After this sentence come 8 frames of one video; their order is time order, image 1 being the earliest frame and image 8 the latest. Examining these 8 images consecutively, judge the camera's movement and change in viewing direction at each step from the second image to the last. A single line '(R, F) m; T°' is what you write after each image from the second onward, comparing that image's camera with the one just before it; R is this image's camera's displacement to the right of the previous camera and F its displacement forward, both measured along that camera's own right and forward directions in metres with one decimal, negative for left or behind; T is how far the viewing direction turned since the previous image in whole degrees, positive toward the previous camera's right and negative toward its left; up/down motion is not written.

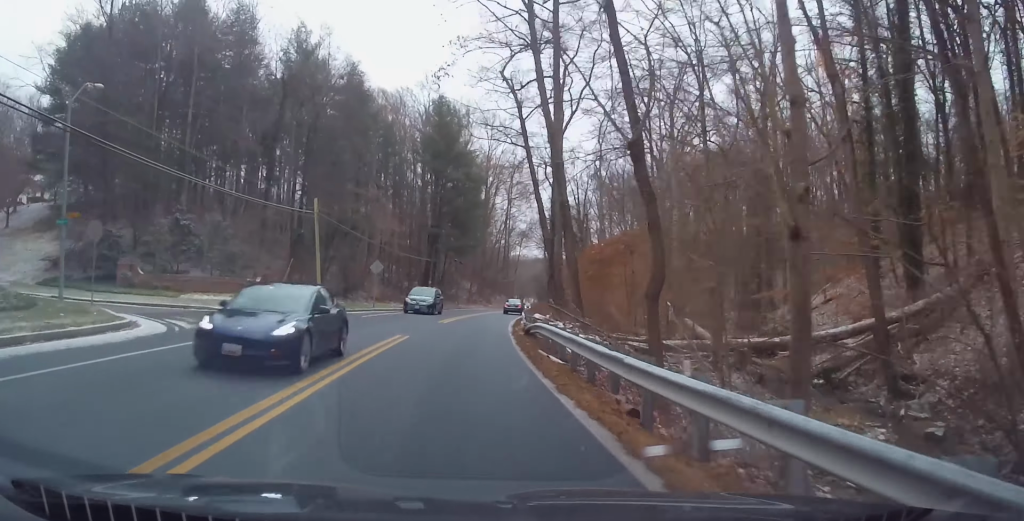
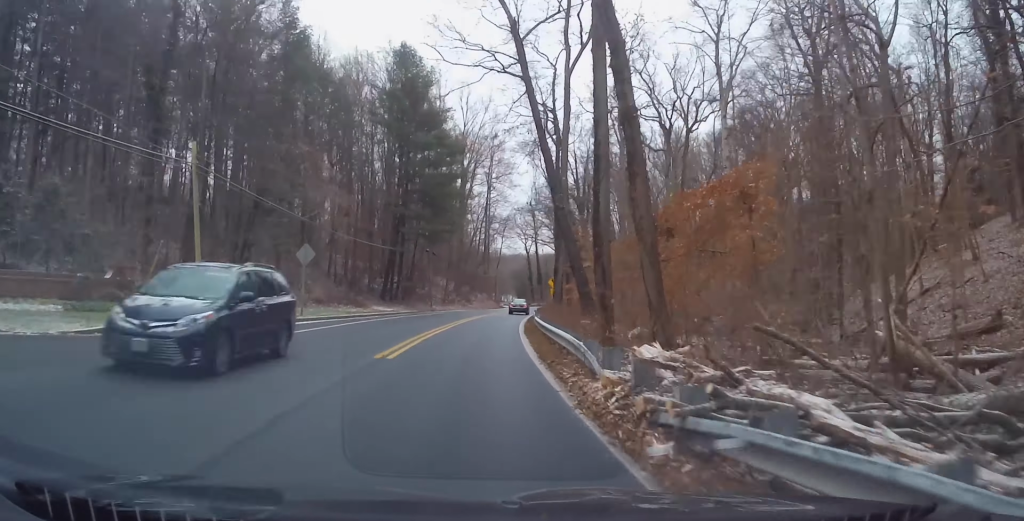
(0.0, +16.7) m; +1°
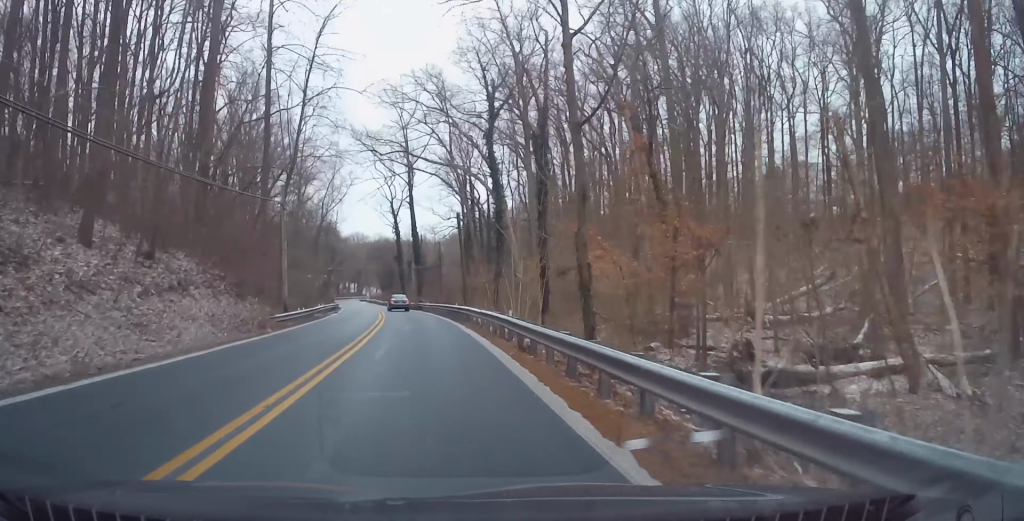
(+7.9, +81.8) m; +8°
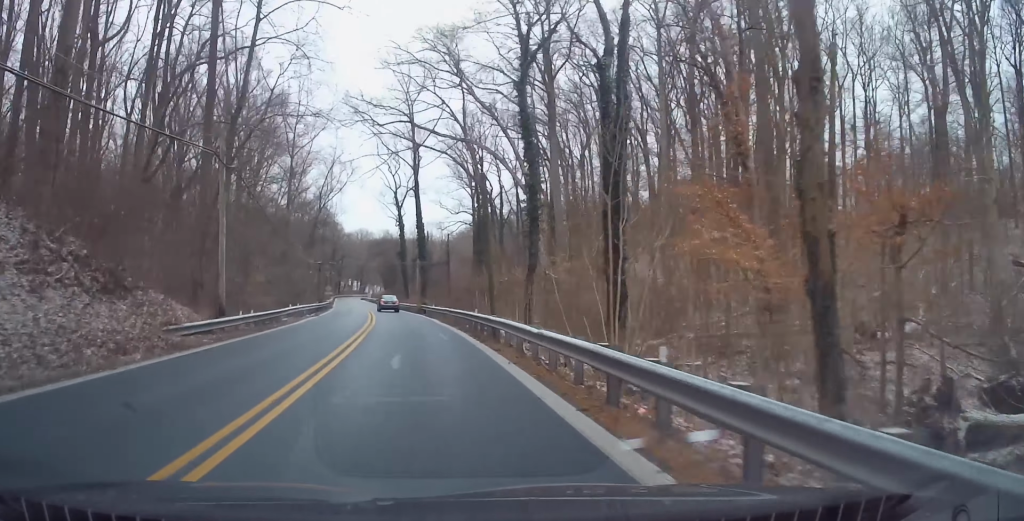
(0.0, +11.5) m; 0°
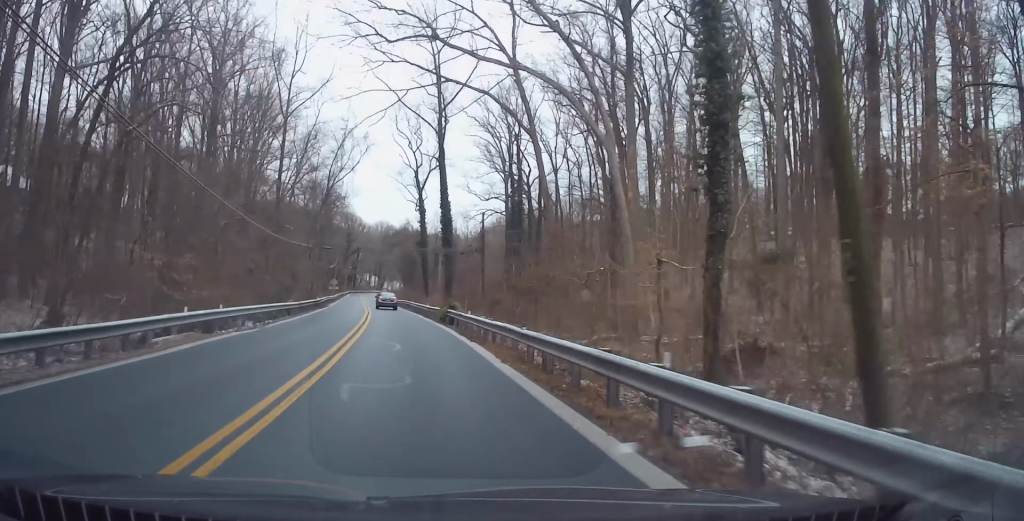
(-0.1, +18.7) m; -1°
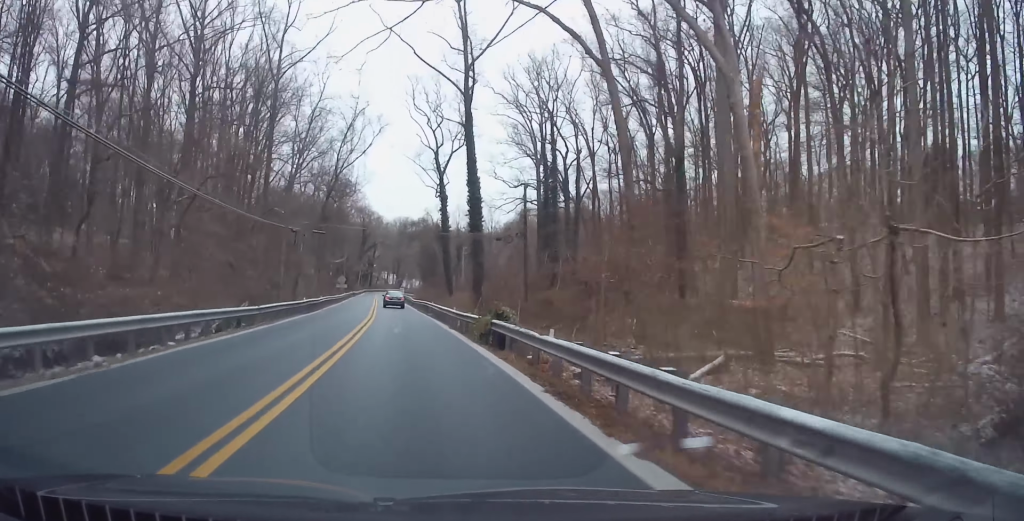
(-0.2, +13.7) m; -1°
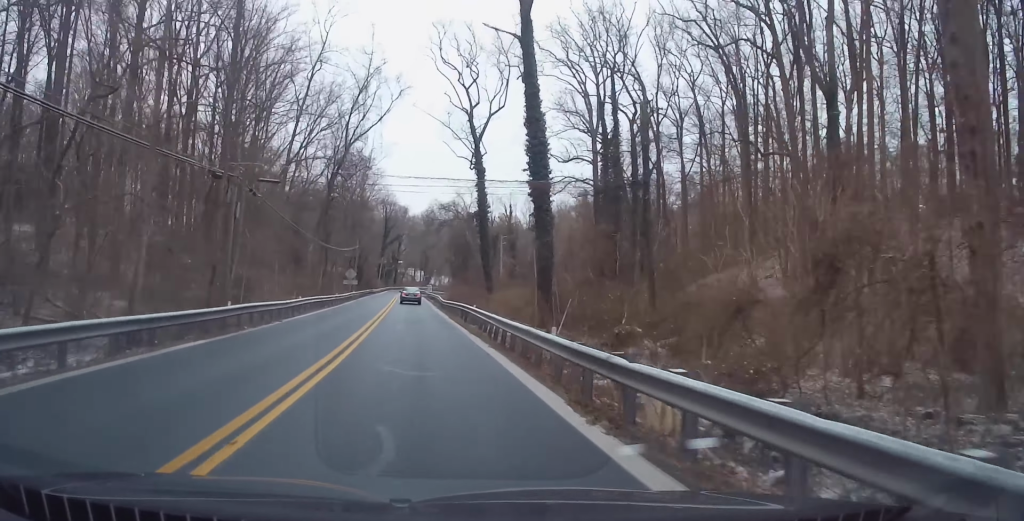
(-0.4, +19.5) m; -1°
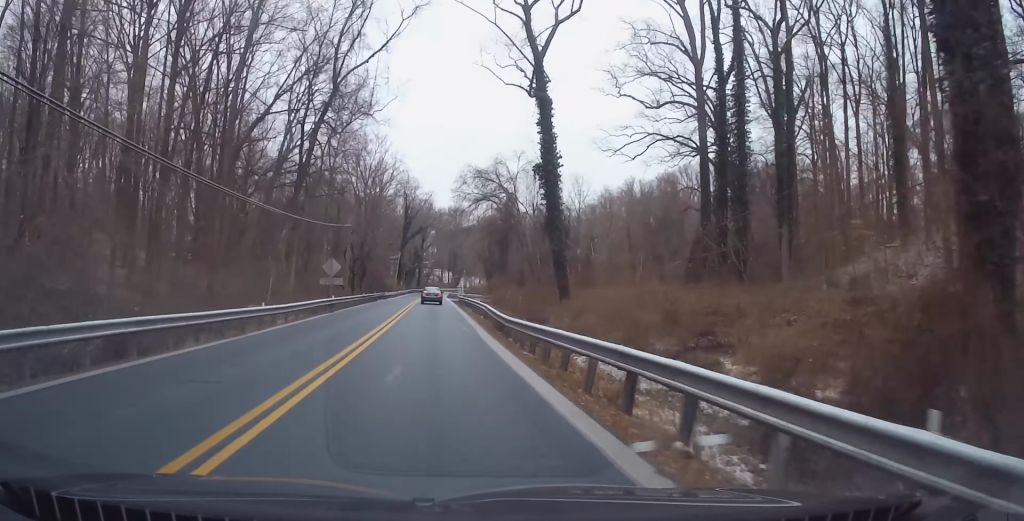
(-0.2, +29.1) m; -1°
